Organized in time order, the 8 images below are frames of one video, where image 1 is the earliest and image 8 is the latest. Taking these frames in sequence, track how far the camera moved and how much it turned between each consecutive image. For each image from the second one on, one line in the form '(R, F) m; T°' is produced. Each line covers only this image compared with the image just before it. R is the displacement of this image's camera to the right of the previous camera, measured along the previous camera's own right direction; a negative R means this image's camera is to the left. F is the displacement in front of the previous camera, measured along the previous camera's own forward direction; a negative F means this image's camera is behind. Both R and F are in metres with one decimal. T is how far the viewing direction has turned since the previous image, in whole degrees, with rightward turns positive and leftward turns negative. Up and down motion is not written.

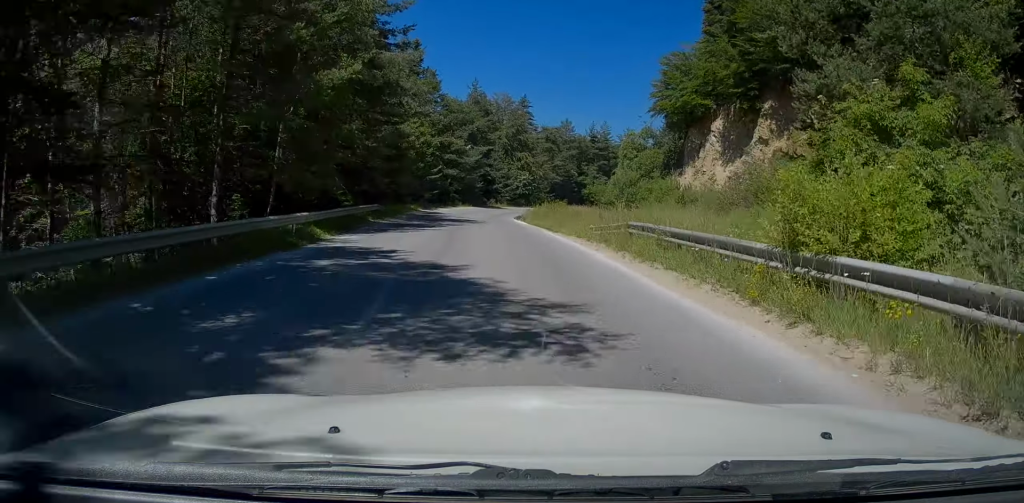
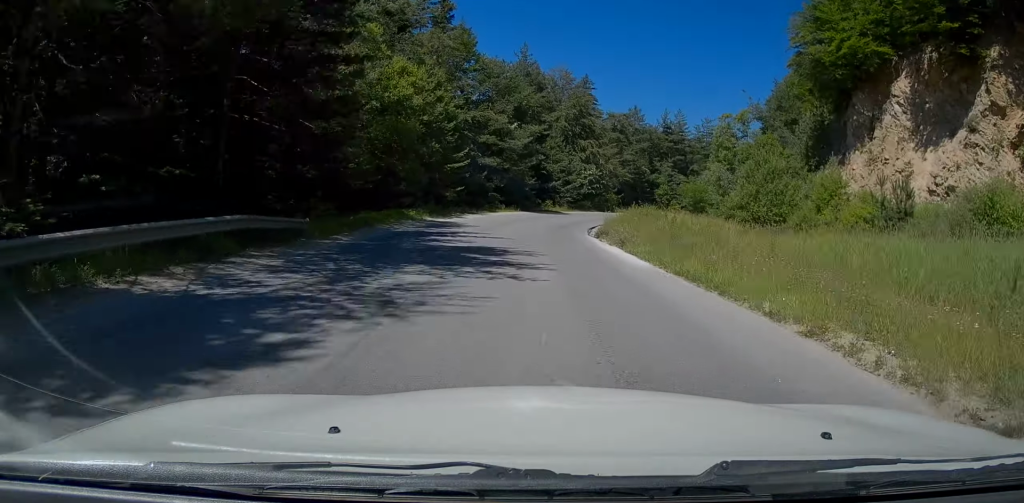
(-0.9, +21.4) m; -2°
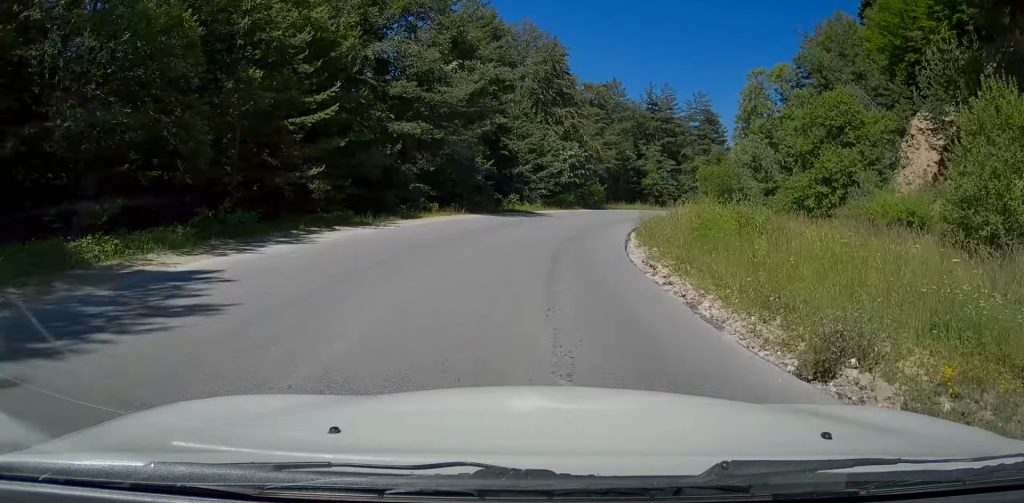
(+0.4, +20.9) m; +4°
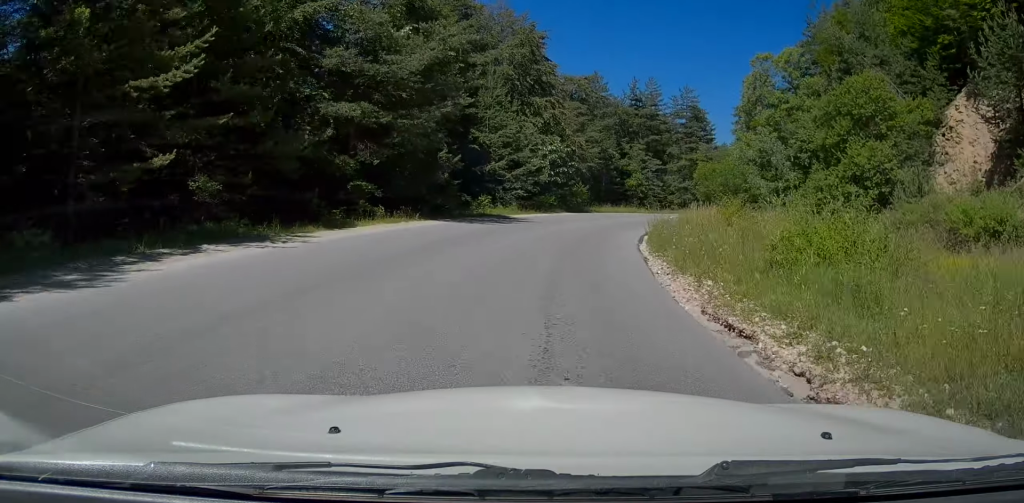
(-0.3, +6.2) m; +2°
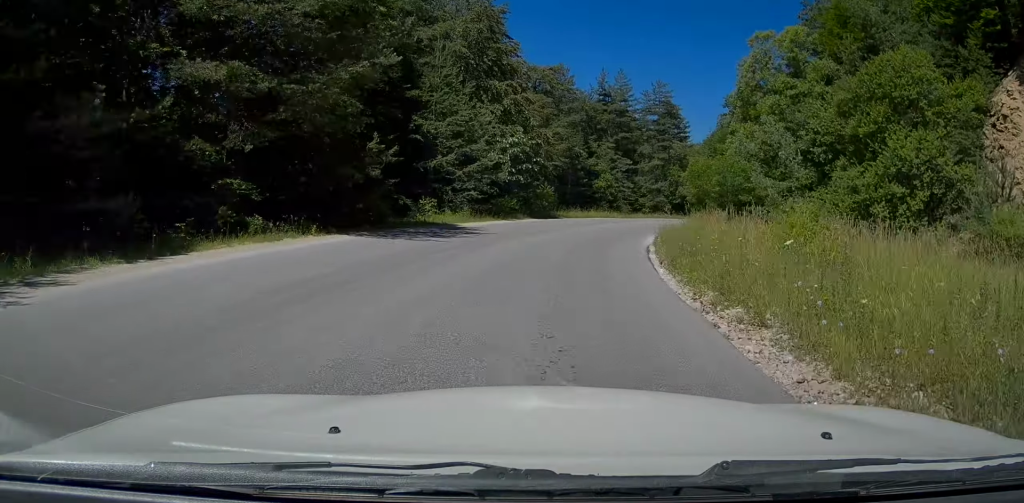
(+0.6, +7.3) m; +4°
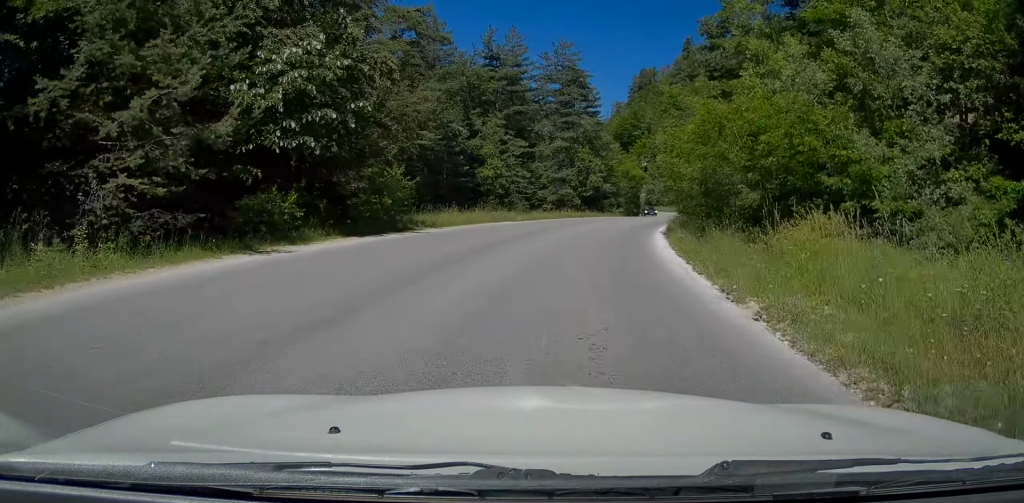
(+1.9, +19.9) m; +11°
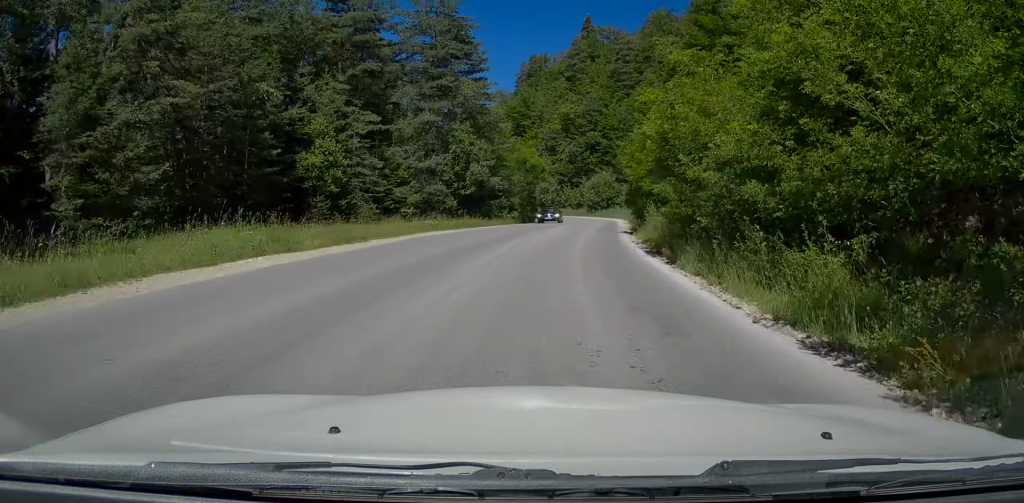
(+1.8, +19.8) m; +10°
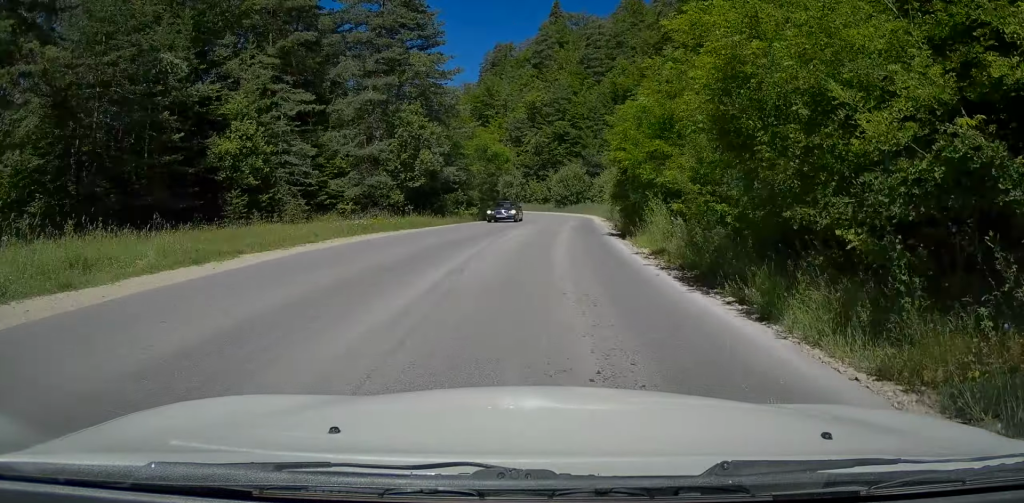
(+0.3, +6.8) m; +2°
